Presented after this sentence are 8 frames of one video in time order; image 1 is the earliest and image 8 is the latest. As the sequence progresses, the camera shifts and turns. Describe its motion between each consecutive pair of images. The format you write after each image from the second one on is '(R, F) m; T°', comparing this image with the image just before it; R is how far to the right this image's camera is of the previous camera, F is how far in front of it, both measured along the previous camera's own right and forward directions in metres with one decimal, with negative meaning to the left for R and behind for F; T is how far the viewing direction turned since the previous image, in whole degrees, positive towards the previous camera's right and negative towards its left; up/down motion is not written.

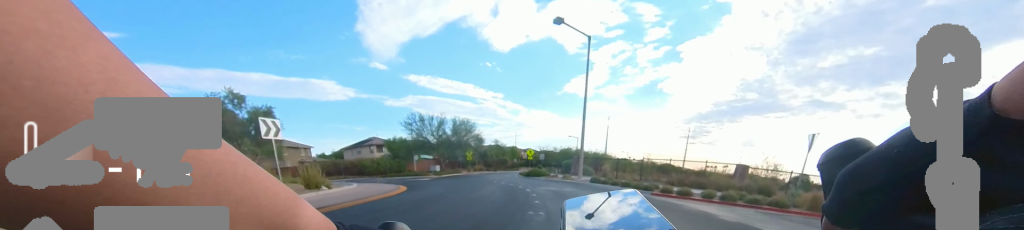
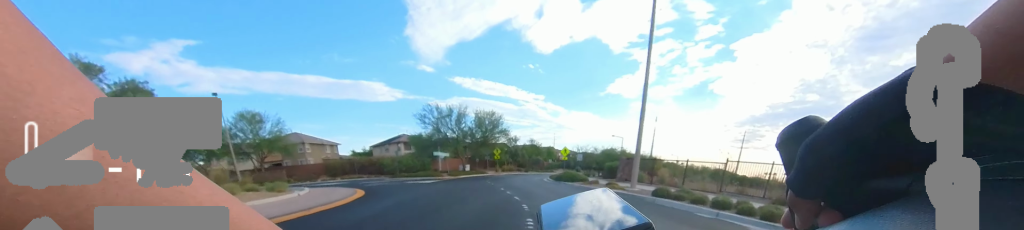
(-1.8, +6.2) m; -9°
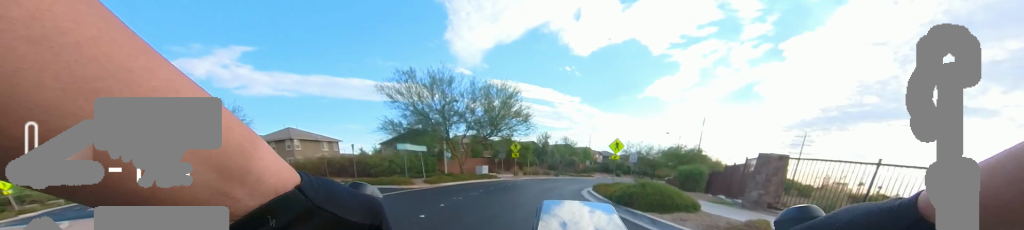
(-0.5, +12.2) m; -5°
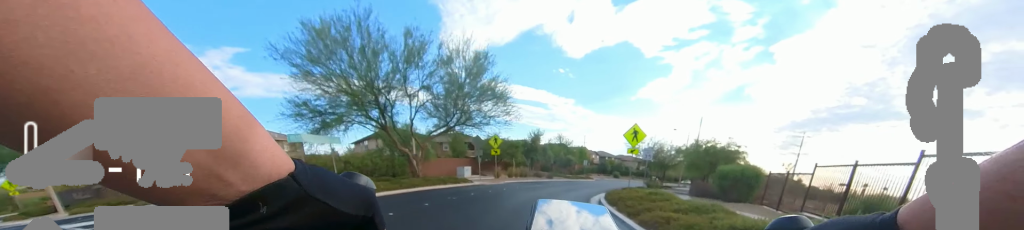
(-0.5, +7.0) m; 0°
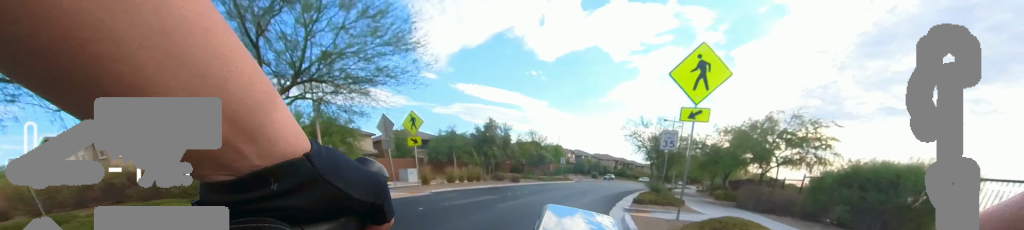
(+0.4, +9.3) m; +5°
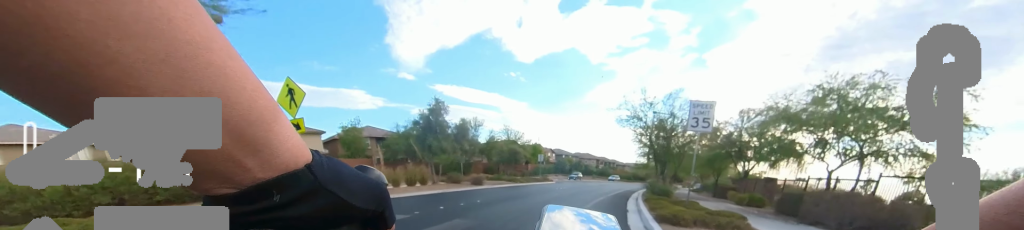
(+0.1, +5.2) m; +4°
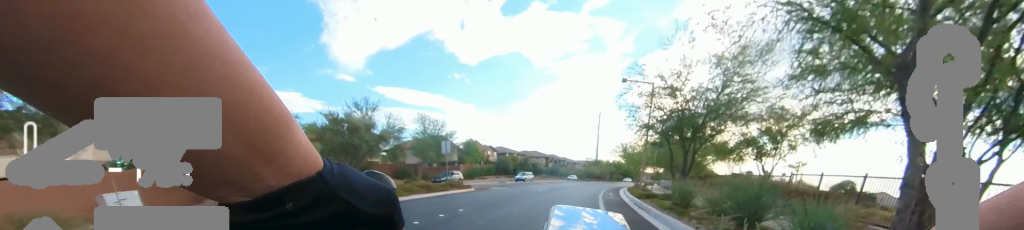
(+1.2, +13.4) m; +9°
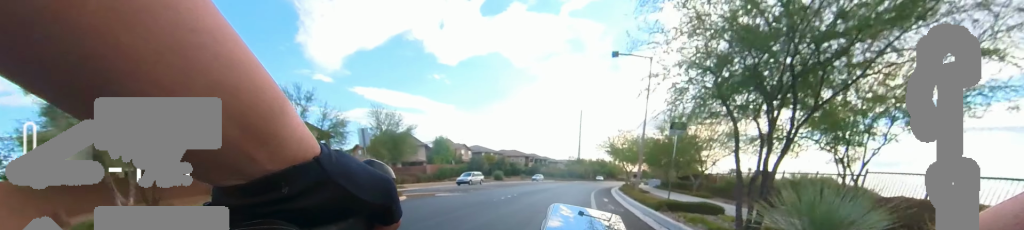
(0.0, +5.8) m; +5°
